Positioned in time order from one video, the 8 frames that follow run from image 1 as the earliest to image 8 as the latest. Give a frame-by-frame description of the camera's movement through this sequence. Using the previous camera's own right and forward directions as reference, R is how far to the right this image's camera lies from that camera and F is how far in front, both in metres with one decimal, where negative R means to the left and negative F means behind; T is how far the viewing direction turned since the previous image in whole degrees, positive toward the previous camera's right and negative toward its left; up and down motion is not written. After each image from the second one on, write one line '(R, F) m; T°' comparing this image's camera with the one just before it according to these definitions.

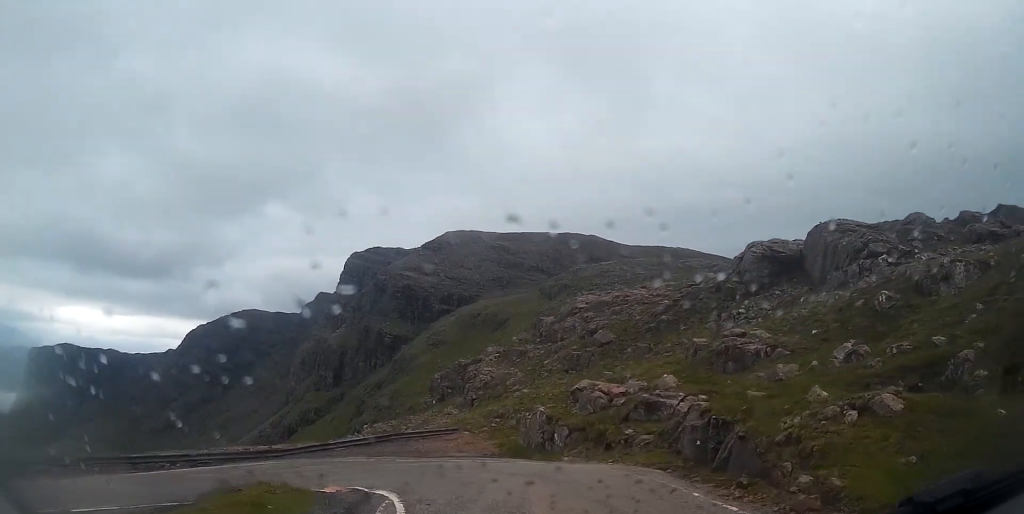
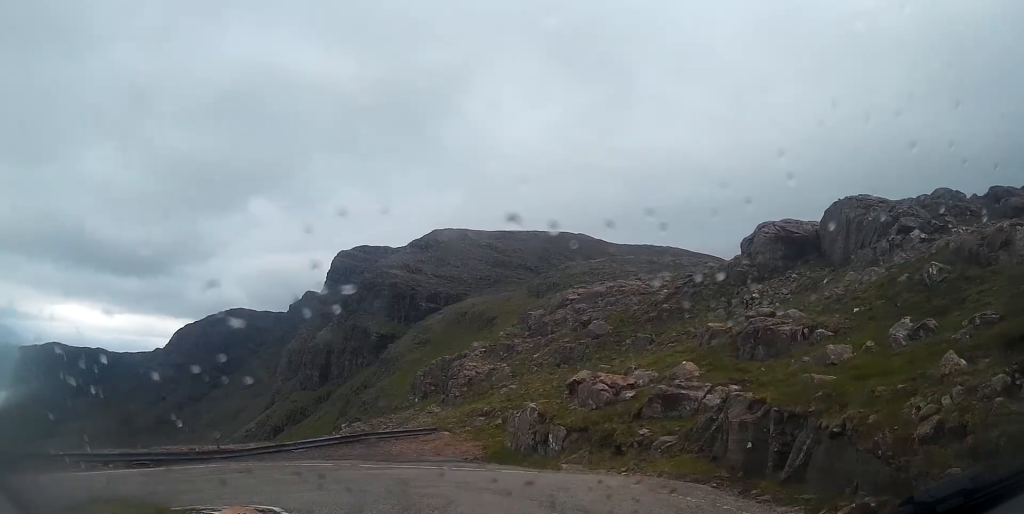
(0.0, +4.1) m; -1°
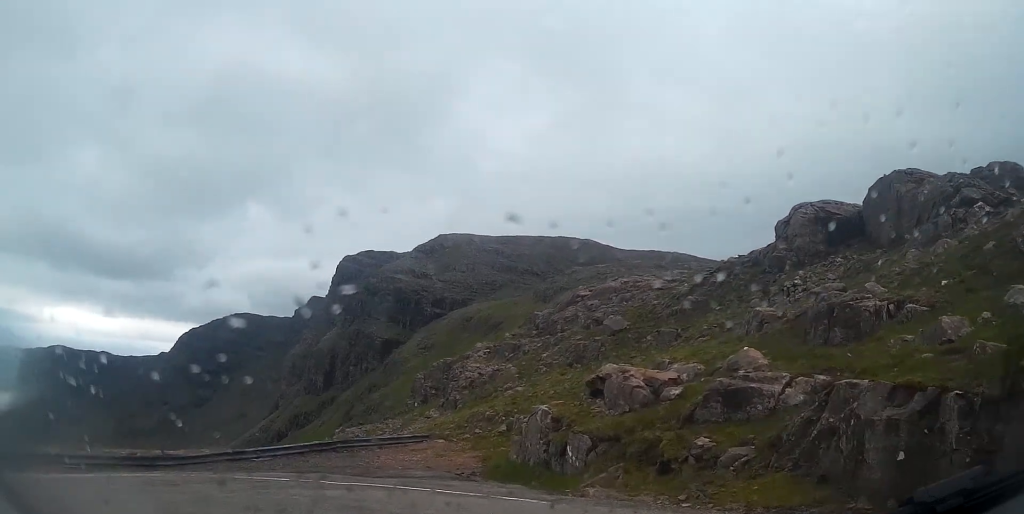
(-0.1, +4.3) m; -7°
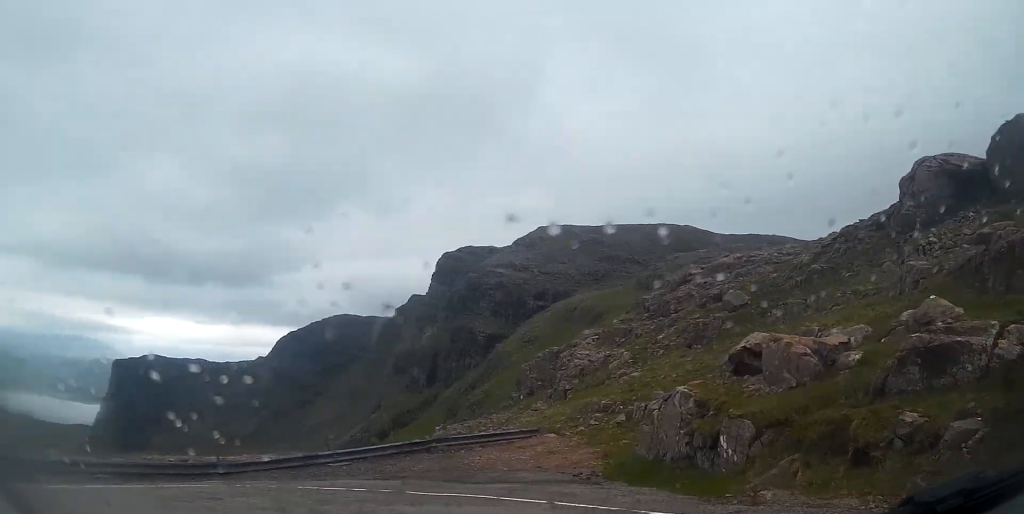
(-0.2, +2.8) m; -15°
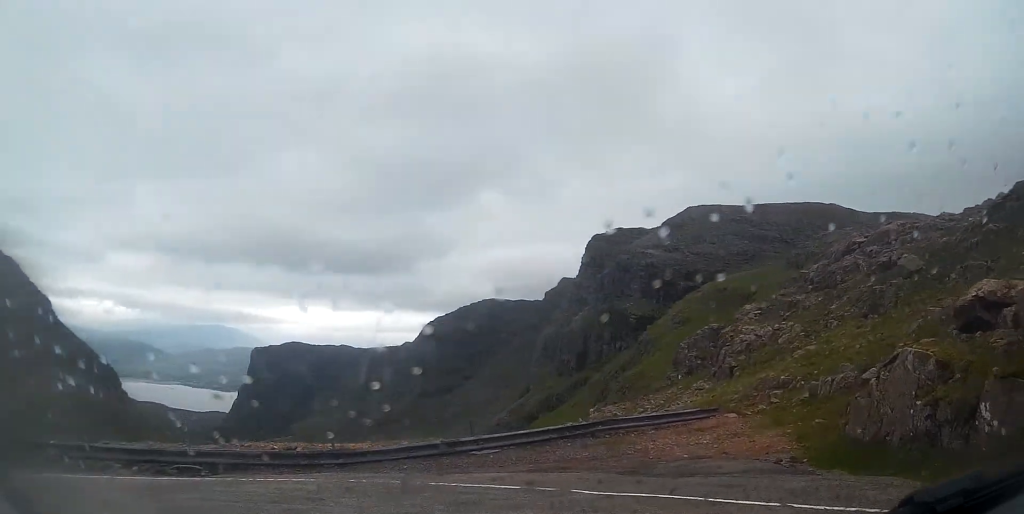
(-0.5, +2.5) m; -19°
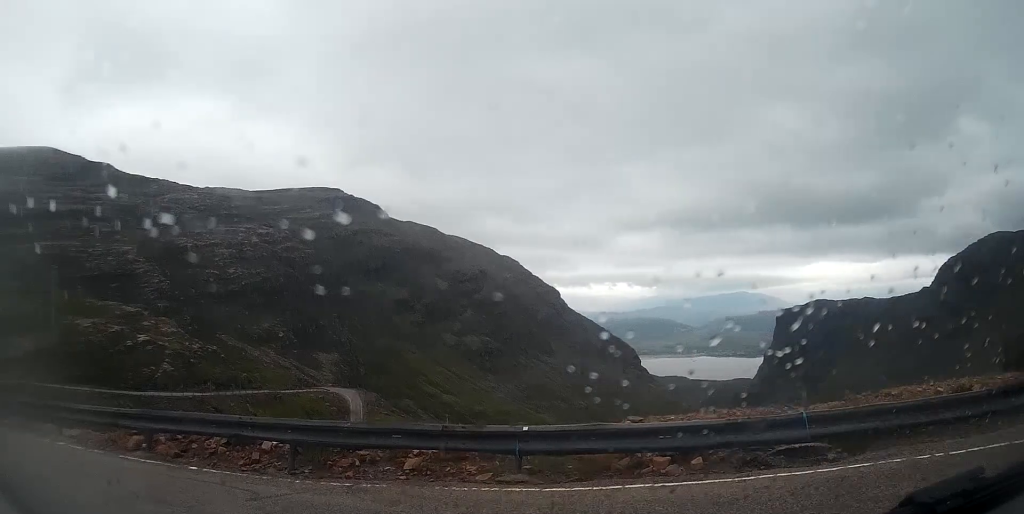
(-2.1, +5.1) m; -52°
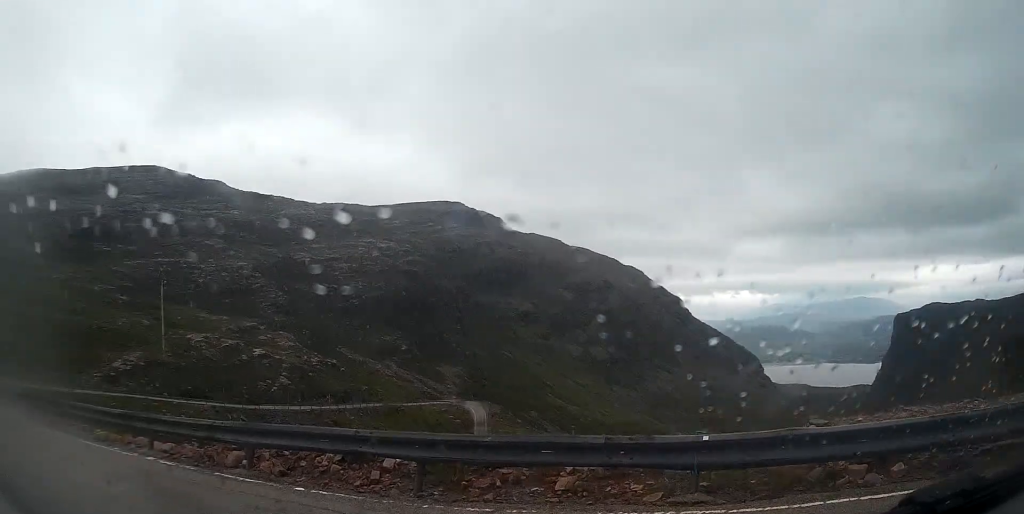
(-0.2, +1.3) m; -12°
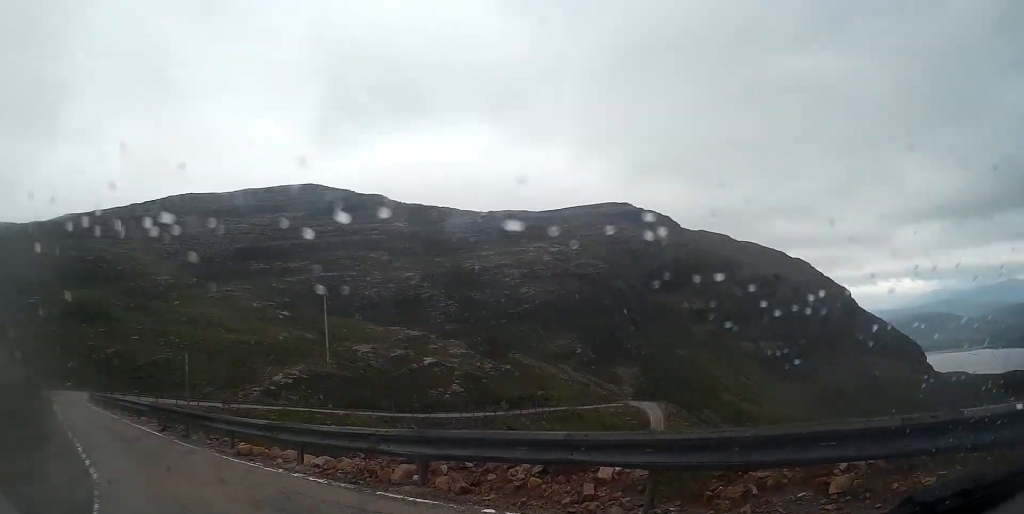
(-0.2, +1.8) m; -15°
